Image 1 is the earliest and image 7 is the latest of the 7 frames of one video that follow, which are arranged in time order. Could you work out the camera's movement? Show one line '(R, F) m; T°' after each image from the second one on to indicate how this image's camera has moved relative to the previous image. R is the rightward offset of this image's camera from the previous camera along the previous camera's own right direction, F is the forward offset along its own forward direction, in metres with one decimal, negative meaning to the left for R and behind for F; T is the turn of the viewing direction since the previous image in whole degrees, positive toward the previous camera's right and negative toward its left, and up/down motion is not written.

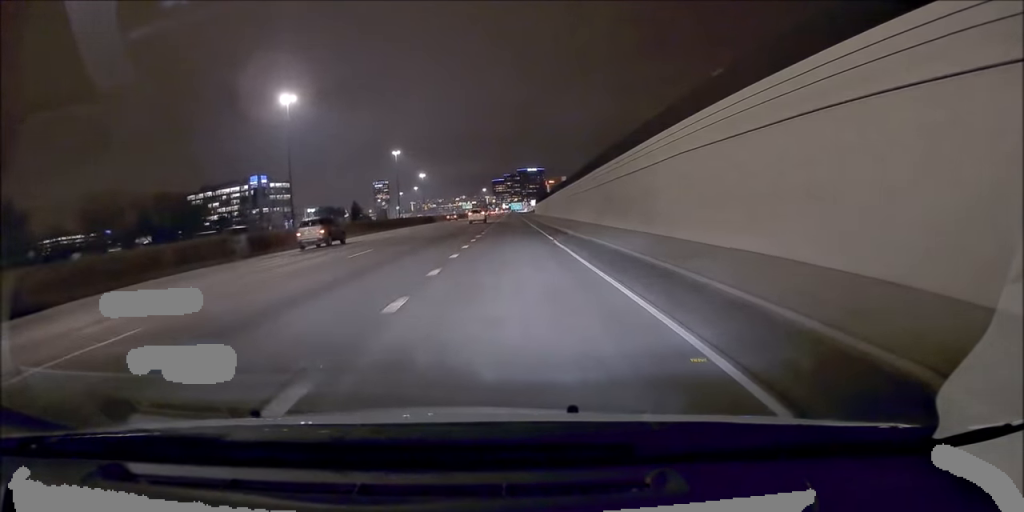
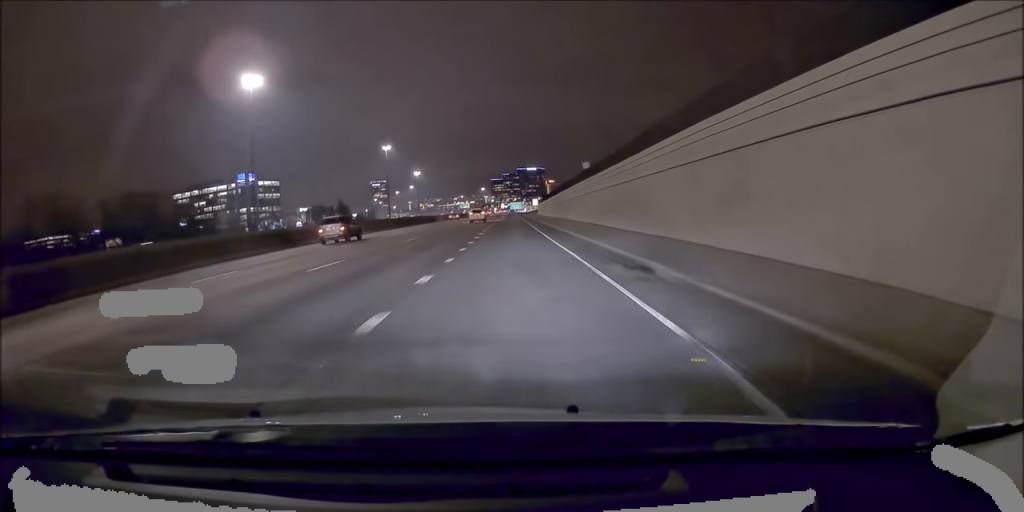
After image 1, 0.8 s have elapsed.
(+0.1, +19.7) m; 0°
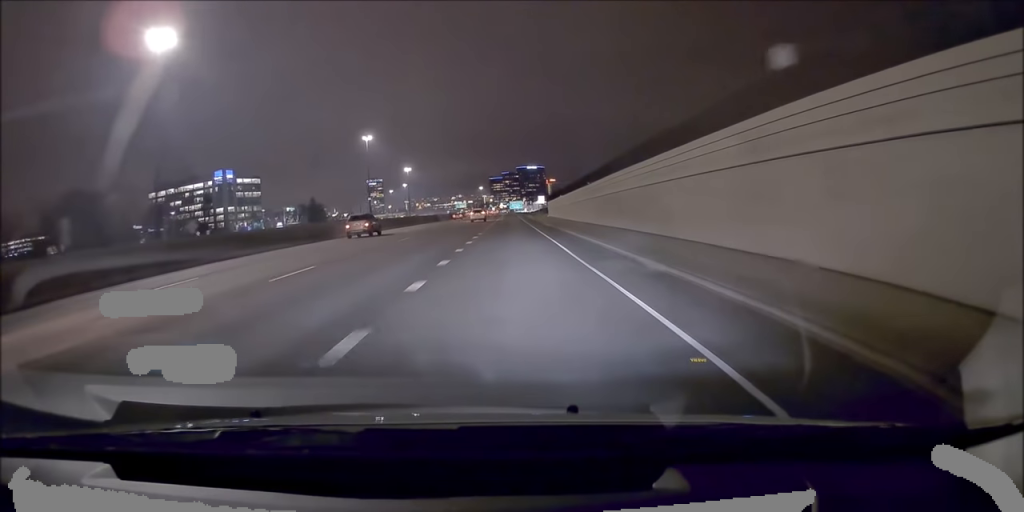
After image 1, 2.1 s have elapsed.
(-0.1, +33.6) m; 0°
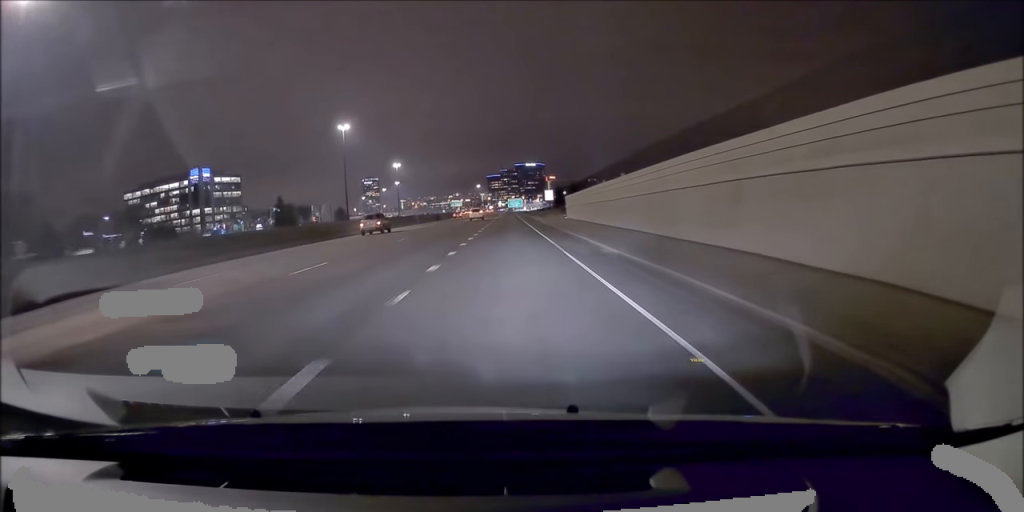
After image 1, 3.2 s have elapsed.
(+0.3, +28.3) m; 0°
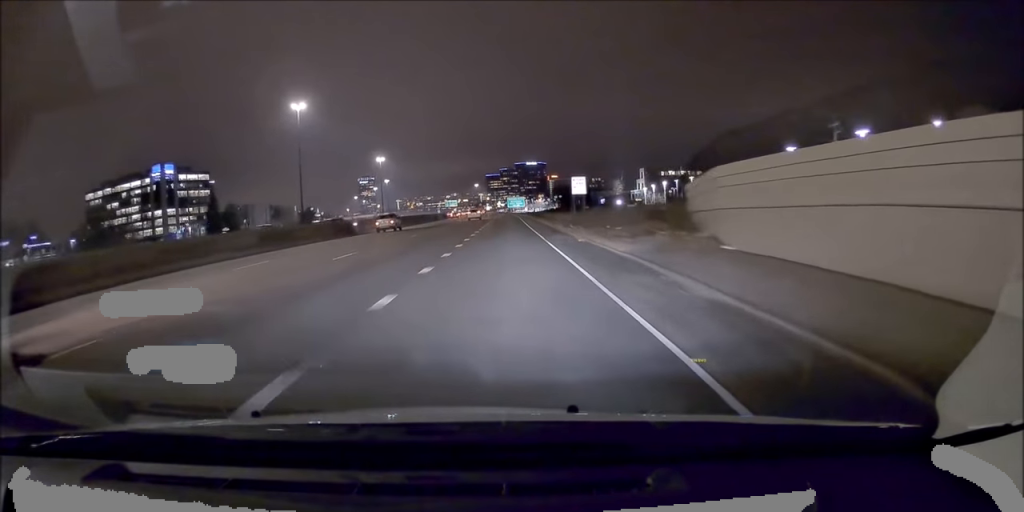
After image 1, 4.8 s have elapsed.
(-0.1, +41.9) m; 0°
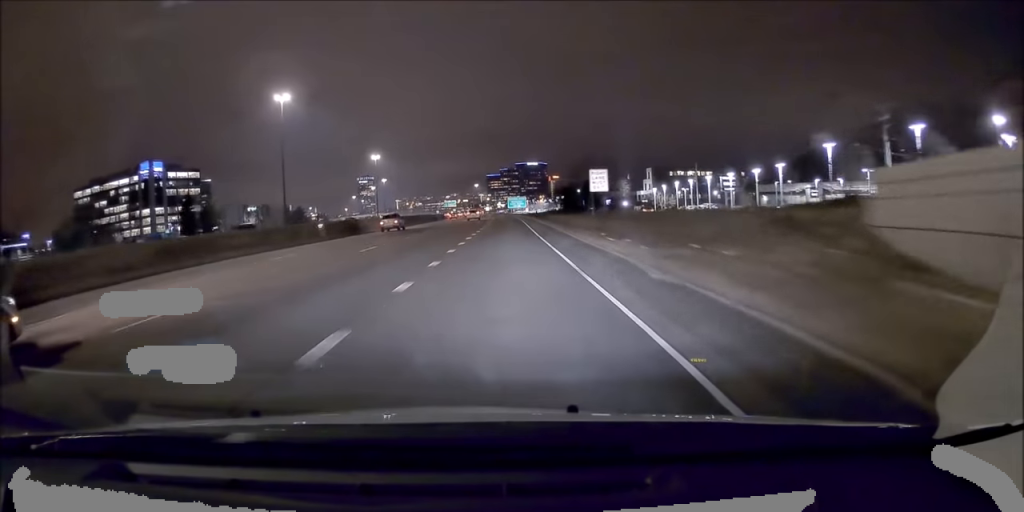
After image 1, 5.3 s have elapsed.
(+0.3, +11.9) m; 0°
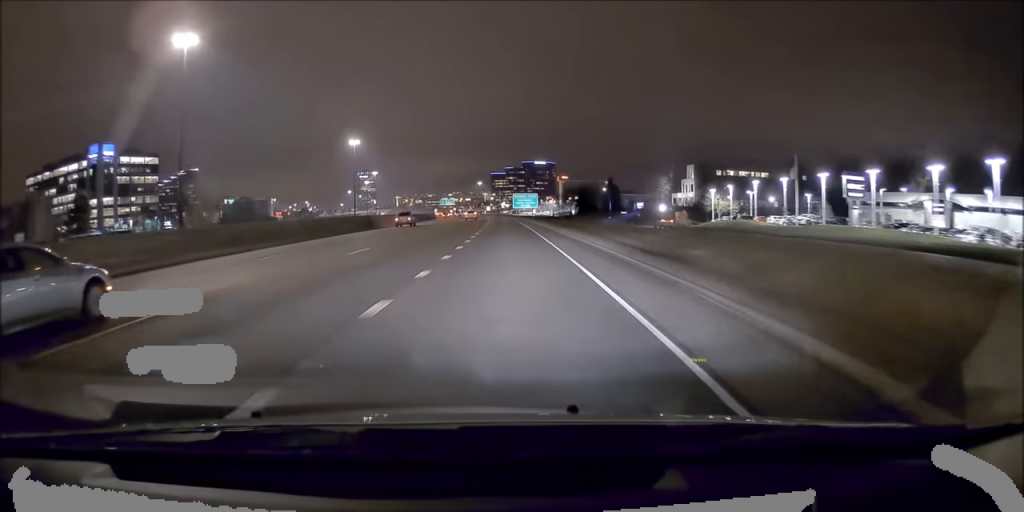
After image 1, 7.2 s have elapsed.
(-0.2, +48.8) m; 0°
